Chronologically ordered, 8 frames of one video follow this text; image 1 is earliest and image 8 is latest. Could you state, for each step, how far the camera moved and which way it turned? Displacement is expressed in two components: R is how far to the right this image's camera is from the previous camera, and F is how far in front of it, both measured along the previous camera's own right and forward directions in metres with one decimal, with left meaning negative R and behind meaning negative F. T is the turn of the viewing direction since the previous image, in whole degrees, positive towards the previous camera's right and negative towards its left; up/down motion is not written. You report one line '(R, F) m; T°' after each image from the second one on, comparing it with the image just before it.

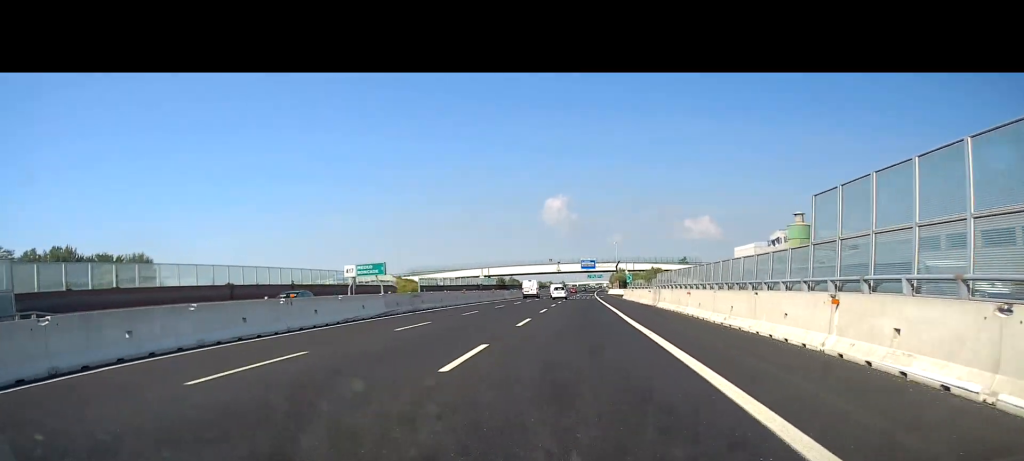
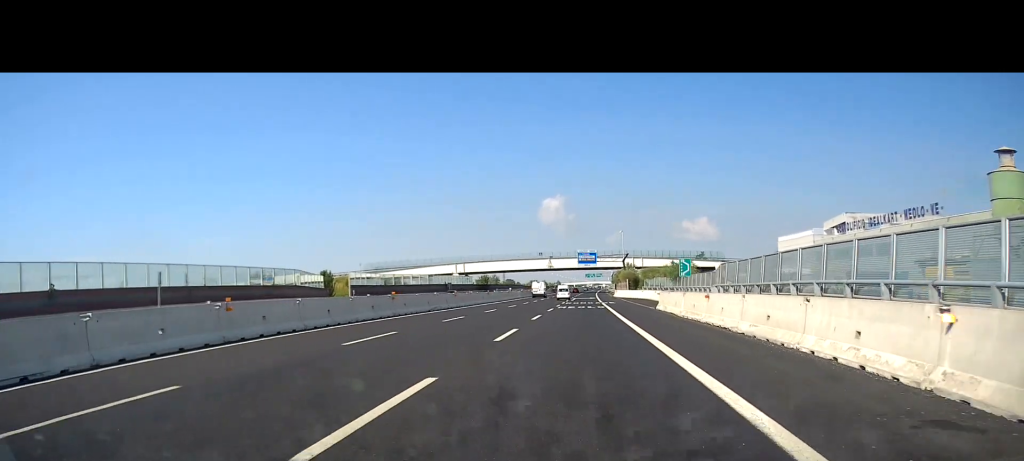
(-0.1, +40.8) m; 0°
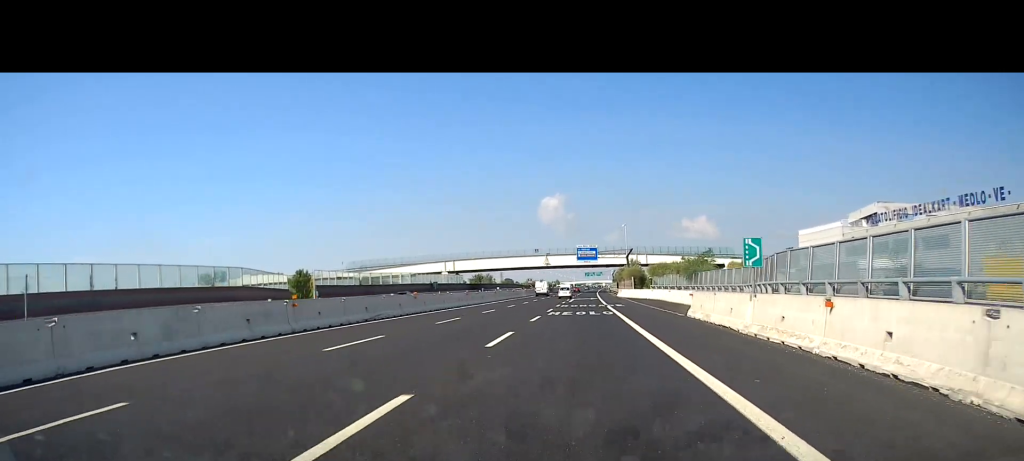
(-0.1, +13.4) m; 0°
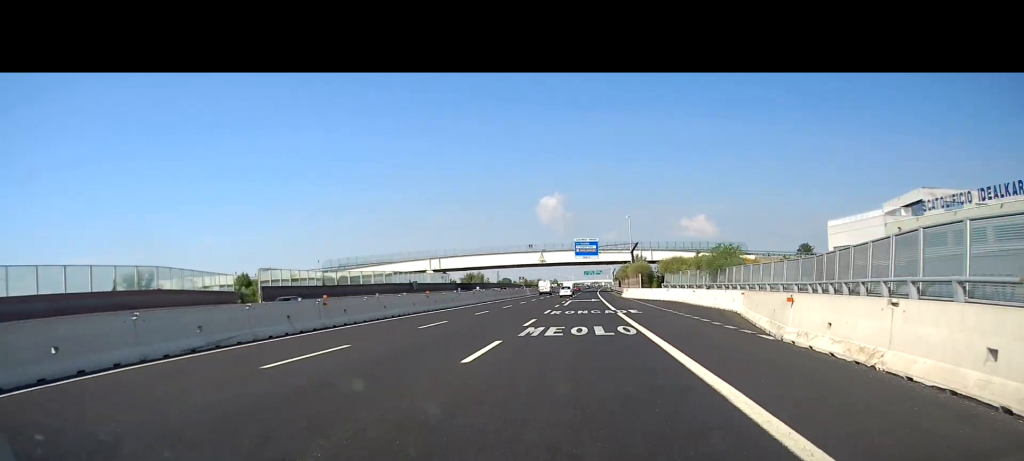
(0.0, +15.2) m; 0°
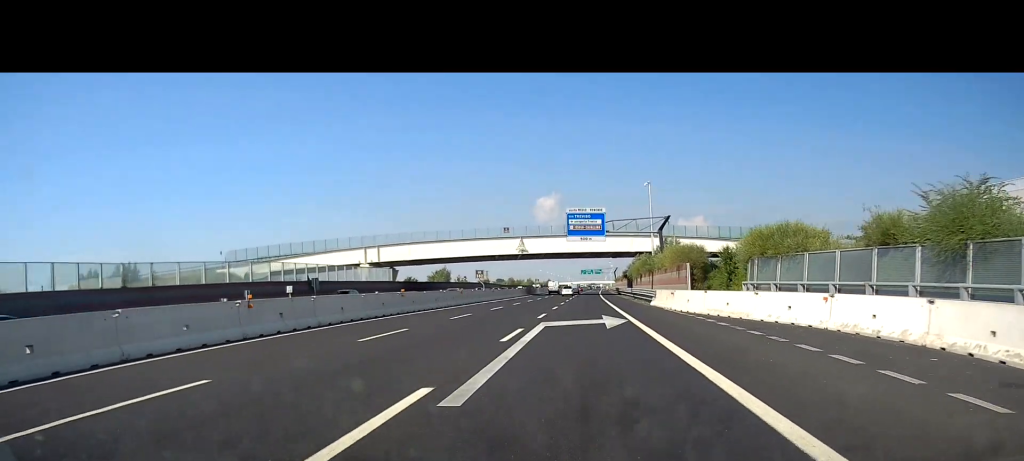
(+0.3, +42.7) m; +1°
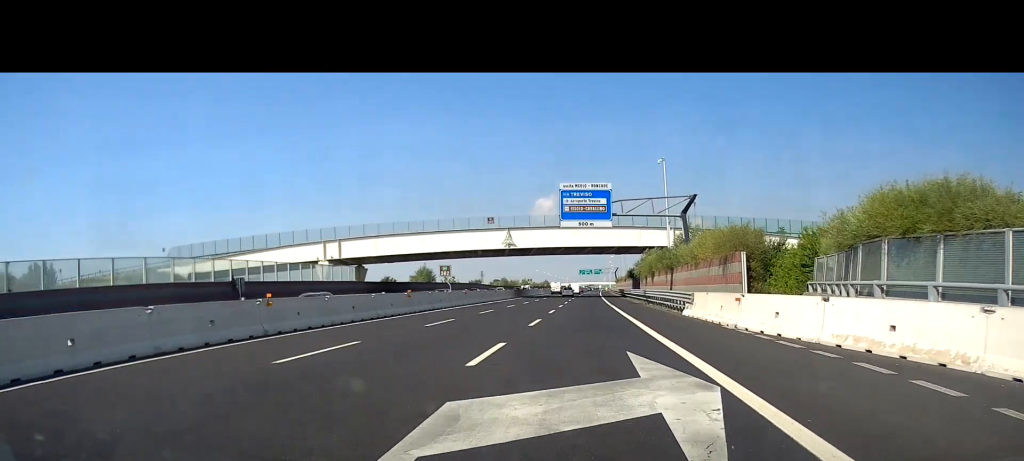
(0.0, +16.8) m; 0°
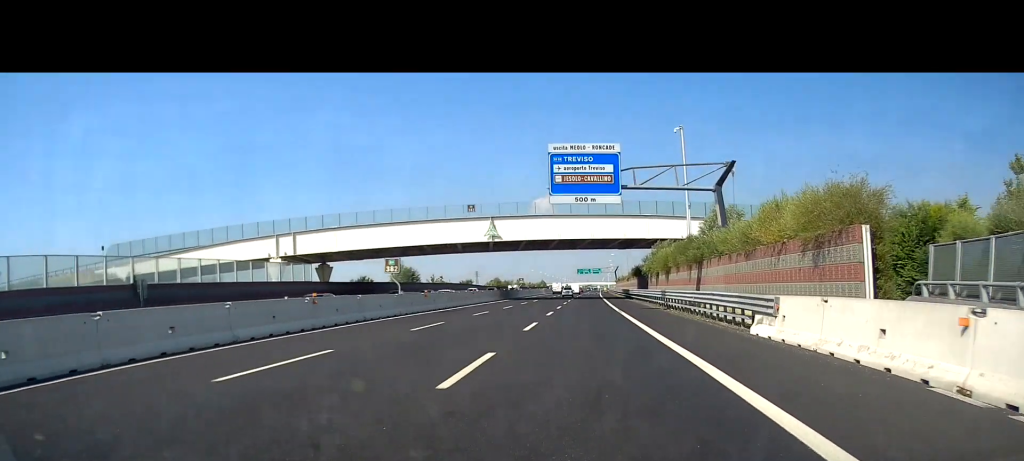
(0.0, +14.2) m; 0°
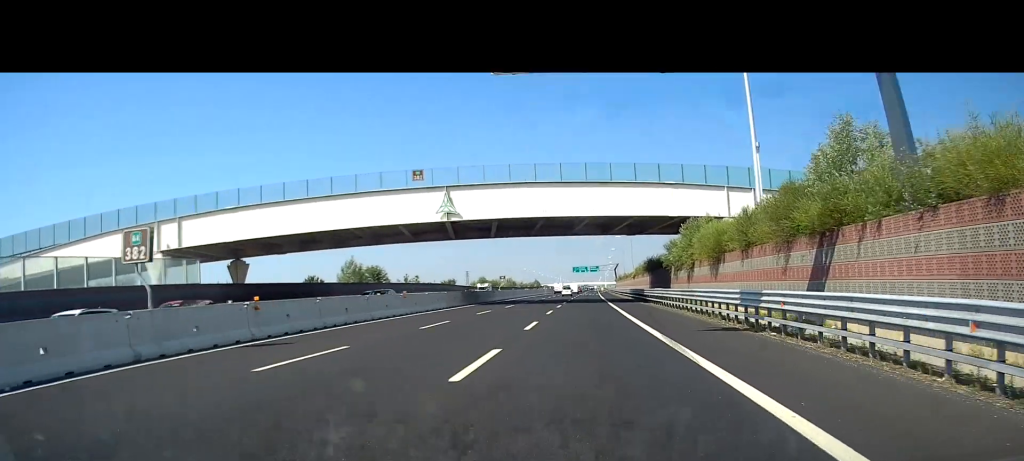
(+0.2, +22.9) m; 0°
